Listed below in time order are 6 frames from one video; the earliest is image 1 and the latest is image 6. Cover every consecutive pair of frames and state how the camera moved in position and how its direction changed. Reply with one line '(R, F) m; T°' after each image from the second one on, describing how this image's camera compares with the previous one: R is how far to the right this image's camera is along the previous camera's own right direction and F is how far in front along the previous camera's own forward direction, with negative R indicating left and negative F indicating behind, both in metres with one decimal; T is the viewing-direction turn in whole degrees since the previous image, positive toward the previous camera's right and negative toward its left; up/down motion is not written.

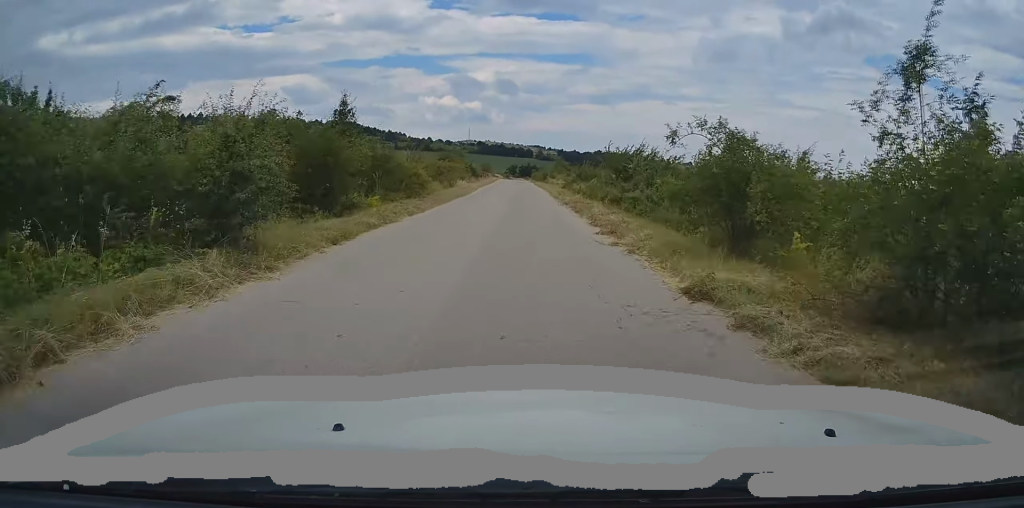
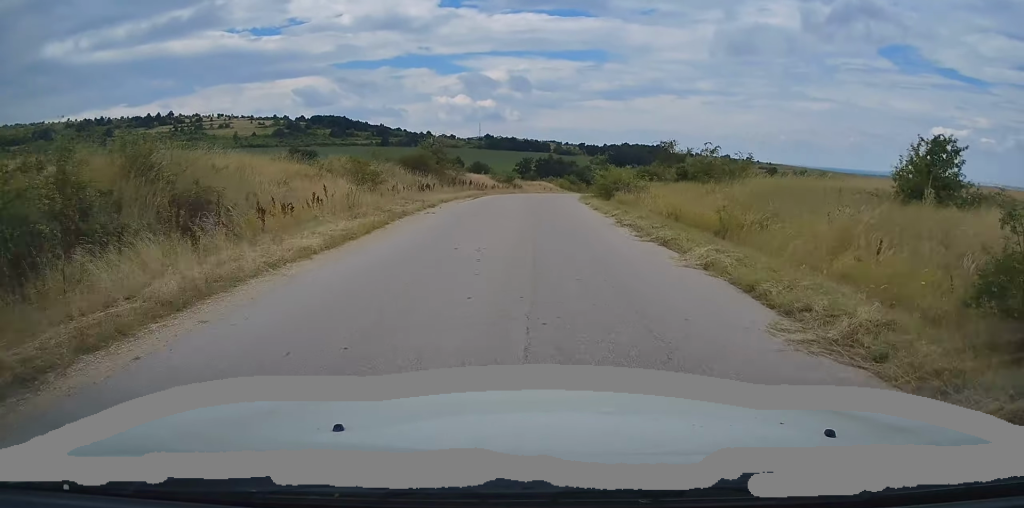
(-0.6, +99.6) m; 0°
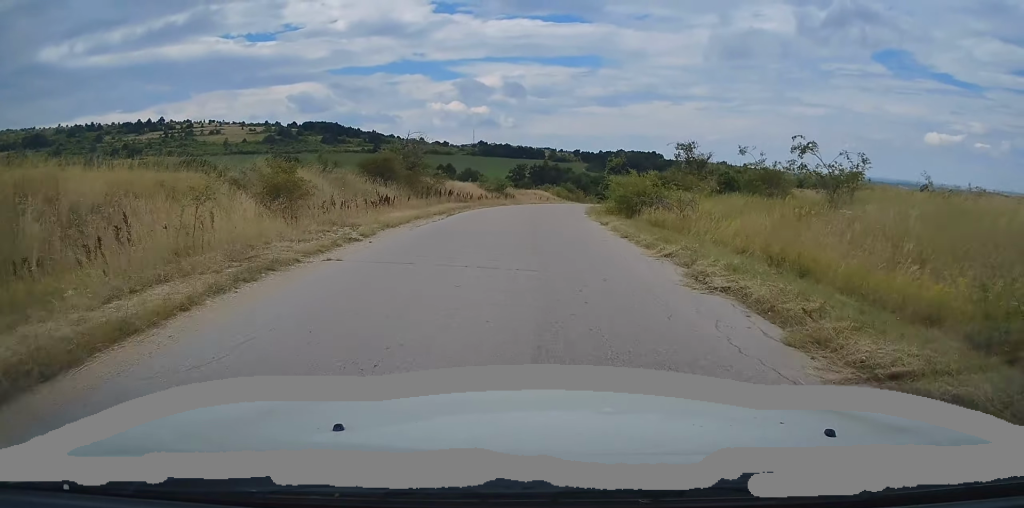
(0.0, +8.3) m; +1°
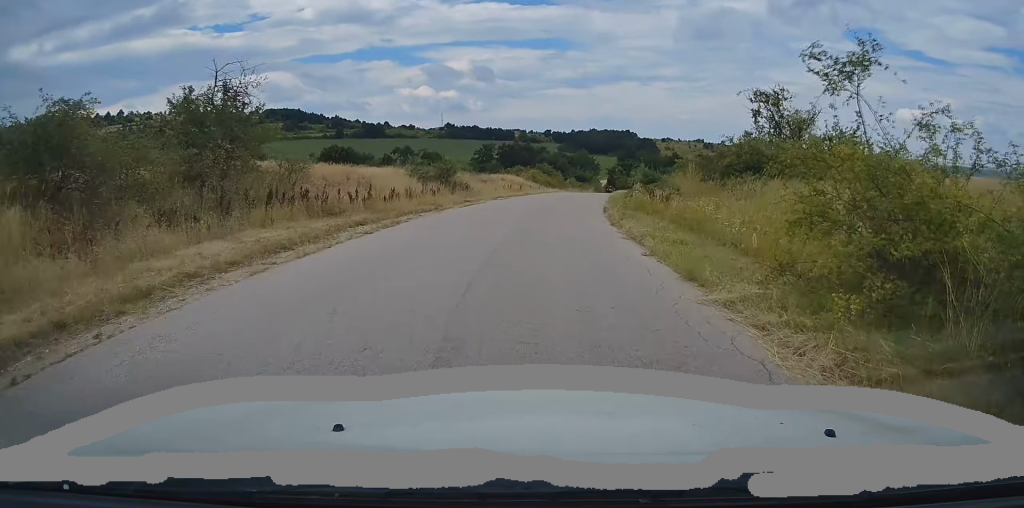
(+0.3, +21.2) m; +3°
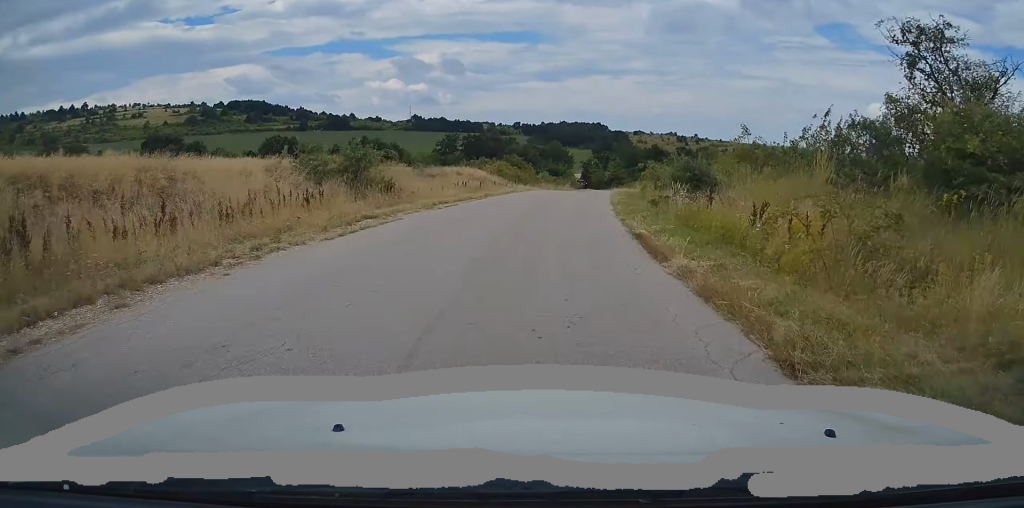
(0.0, +12.9) m; +3°
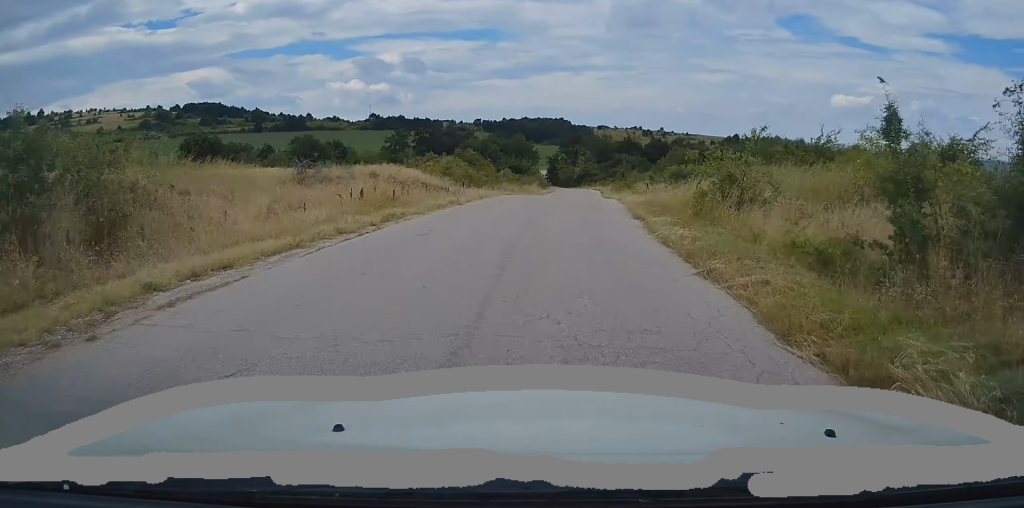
(+0.6, +14.1) m; +3°
